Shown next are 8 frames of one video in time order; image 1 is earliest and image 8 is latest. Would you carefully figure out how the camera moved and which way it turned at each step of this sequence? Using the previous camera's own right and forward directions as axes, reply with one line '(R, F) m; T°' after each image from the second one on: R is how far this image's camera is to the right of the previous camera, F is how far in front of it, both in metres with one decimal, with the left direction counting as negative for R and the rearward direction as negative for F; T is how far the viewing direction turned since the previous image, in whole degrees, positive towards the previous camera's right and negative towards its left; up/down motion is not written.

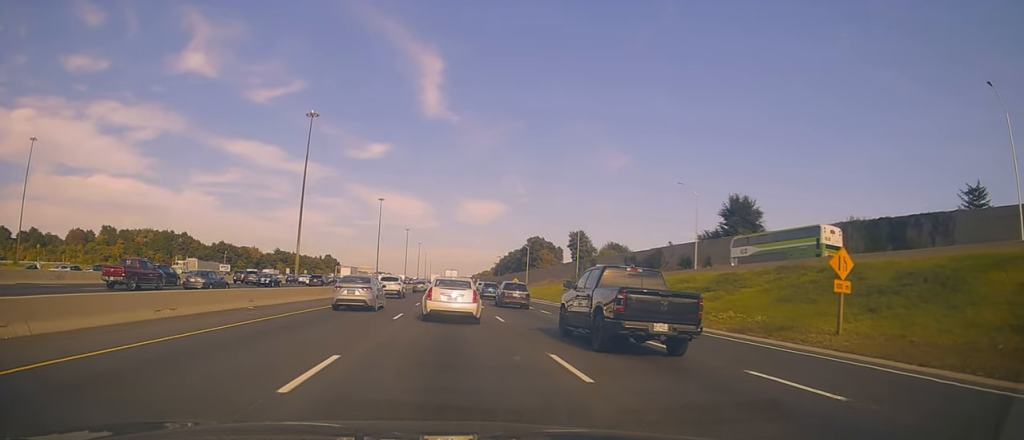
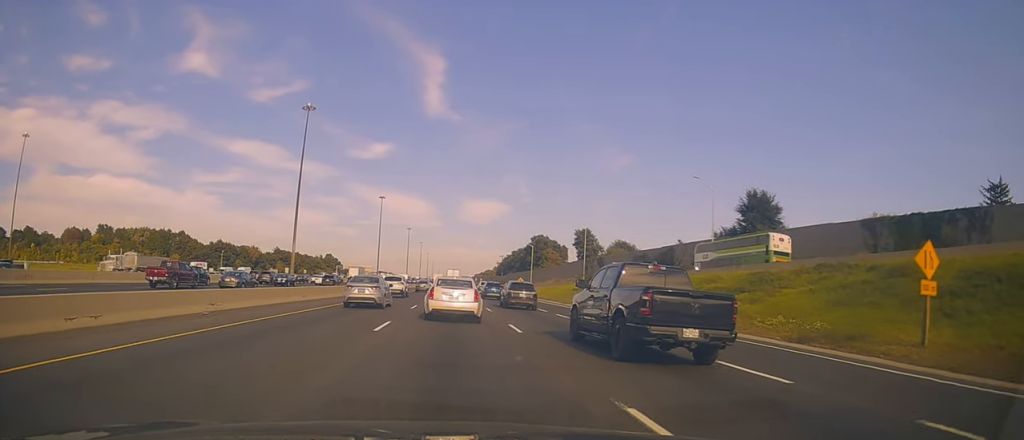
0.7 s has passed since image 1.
(-0.1, +4.4) m; +4°
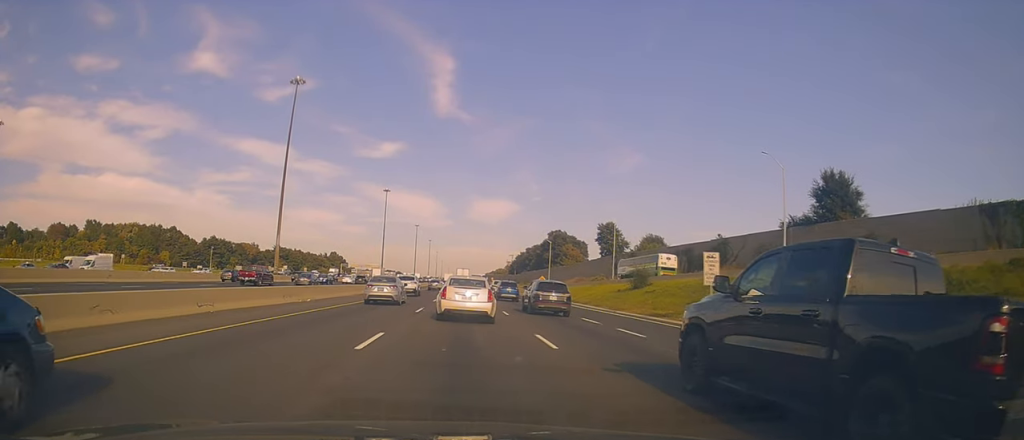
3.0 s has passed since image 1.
(+0.4, +15.5) m; -3°
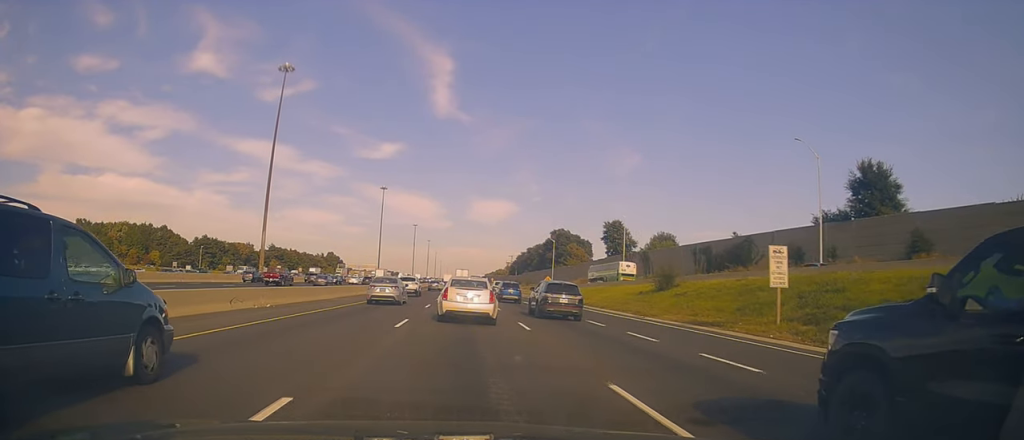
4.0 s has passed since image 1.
(-0.2, +7.7) m; -3°
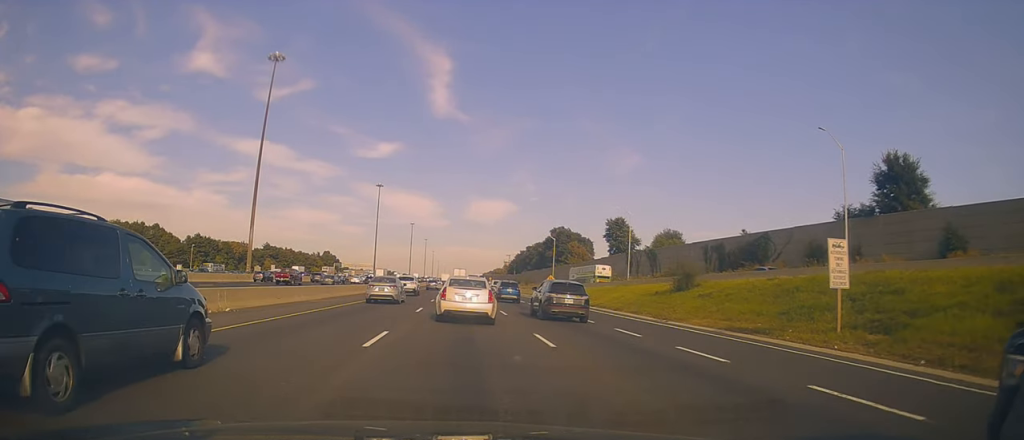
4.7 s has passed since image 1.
(-0.3, +5.0) m; +1°
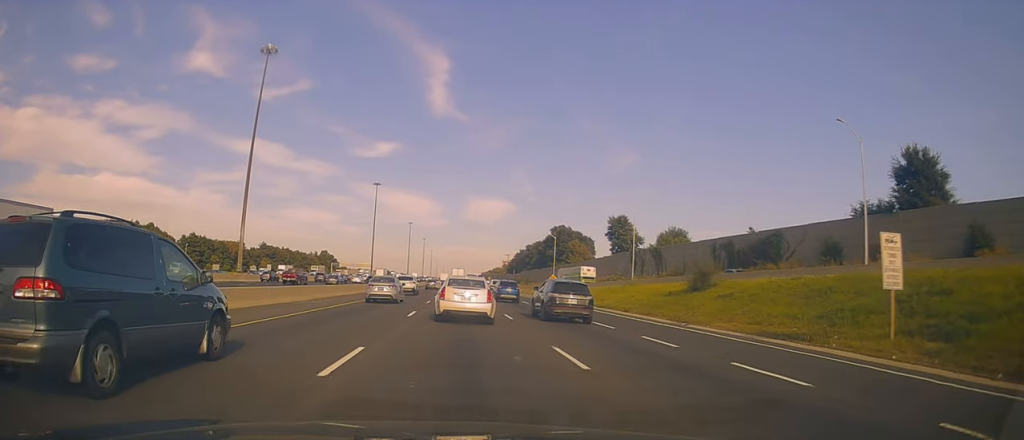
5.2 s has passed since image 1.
(+0.1, +3.4) m; +1°
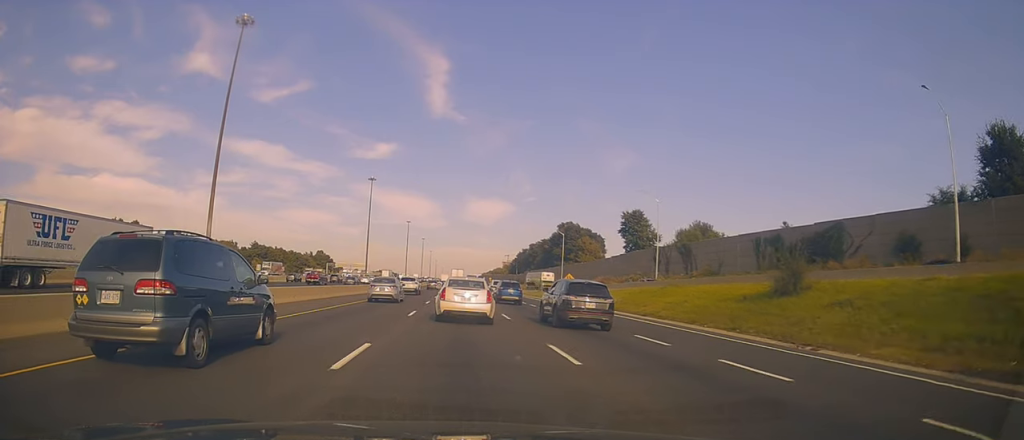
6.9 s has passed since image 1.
(+0.2, +12.0) m; +2°
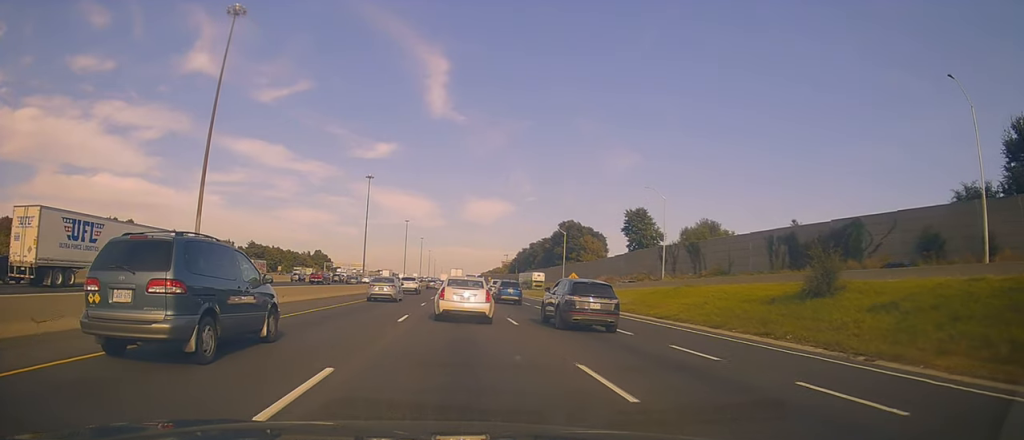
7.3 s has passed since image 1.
(+0.1, +3.1) m; +1°
